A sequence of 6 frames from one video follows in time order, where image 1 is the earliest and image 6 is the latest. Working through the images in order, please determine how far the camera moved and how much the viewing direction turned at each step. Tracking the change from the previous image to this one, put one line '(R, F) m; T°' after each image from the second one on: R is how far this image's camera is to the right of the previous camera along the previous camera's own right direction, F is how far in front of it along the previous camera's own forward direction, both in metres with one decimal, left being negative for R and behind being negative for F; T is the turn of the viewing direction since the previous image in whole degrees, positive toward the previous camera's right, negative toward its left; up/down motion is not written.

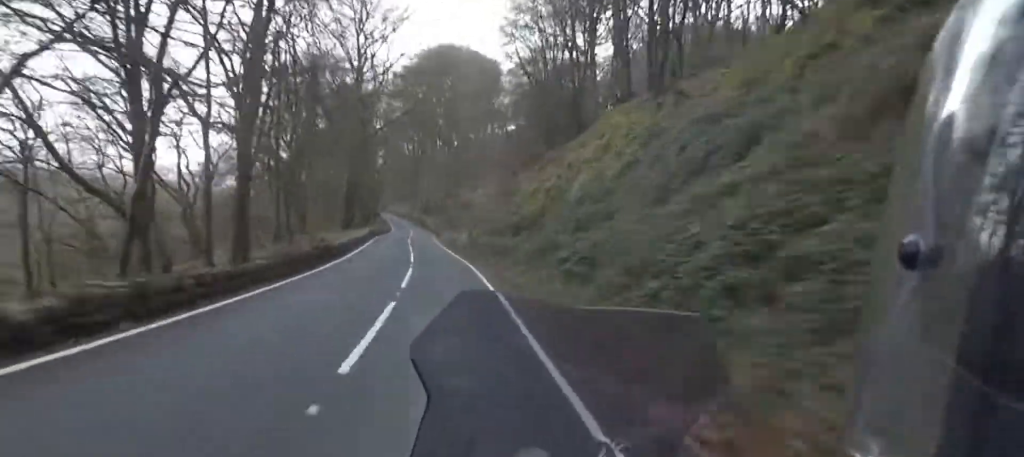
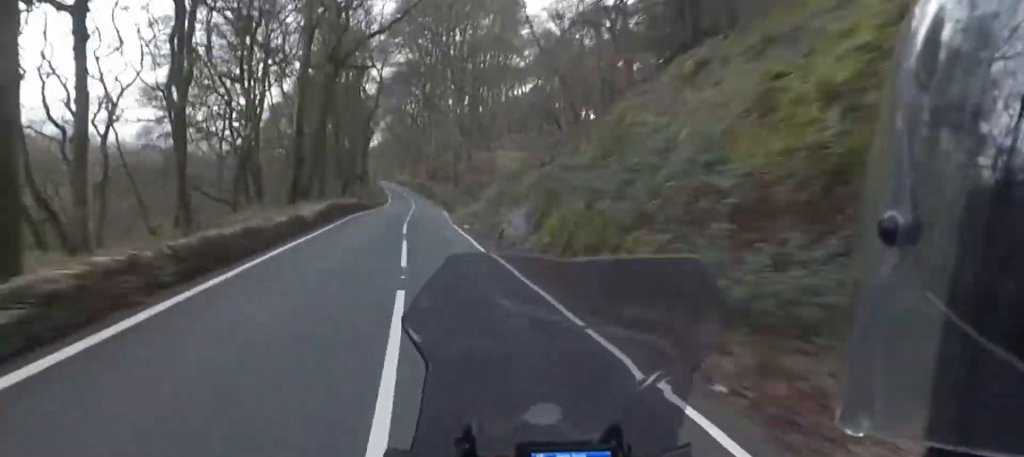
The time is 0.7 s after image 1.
(0.0, +21.3) m; +1°
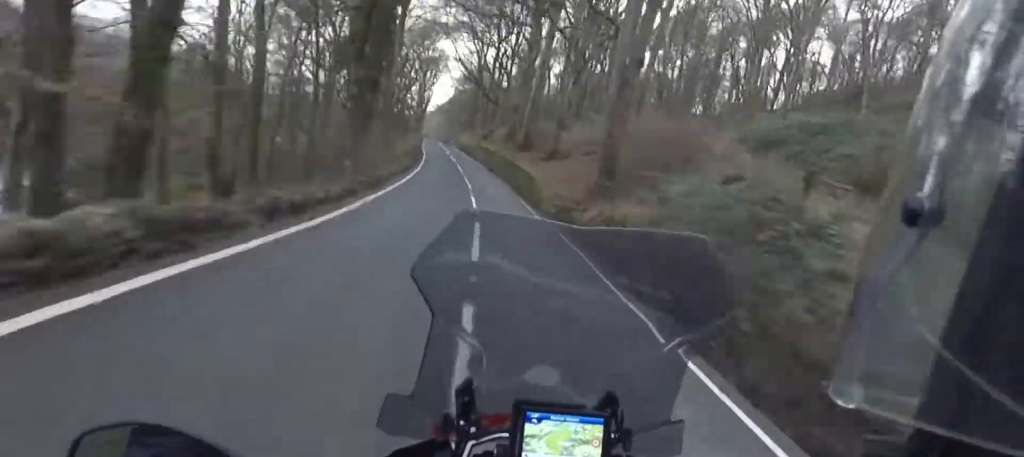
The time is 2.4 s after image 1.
(-0.1, +48.7) m; -3°
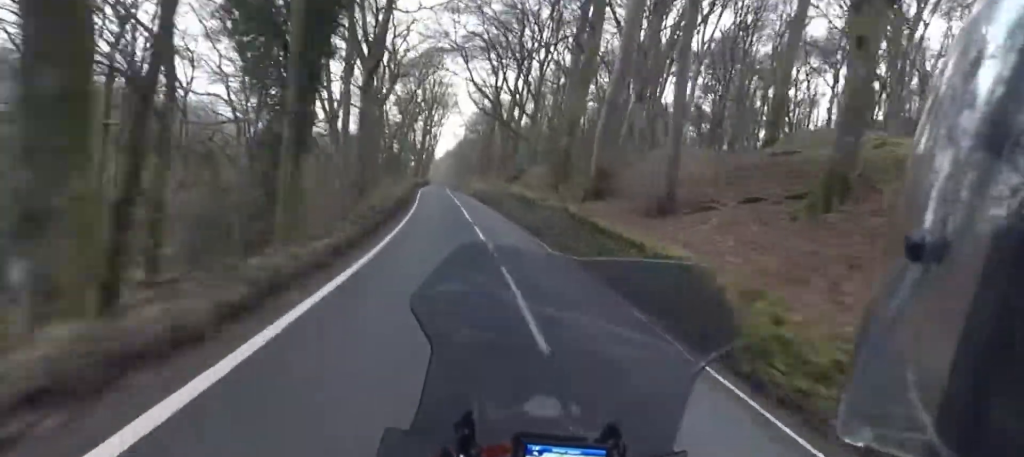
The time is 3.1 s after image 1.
(-0.8, +20.4) m; -2°
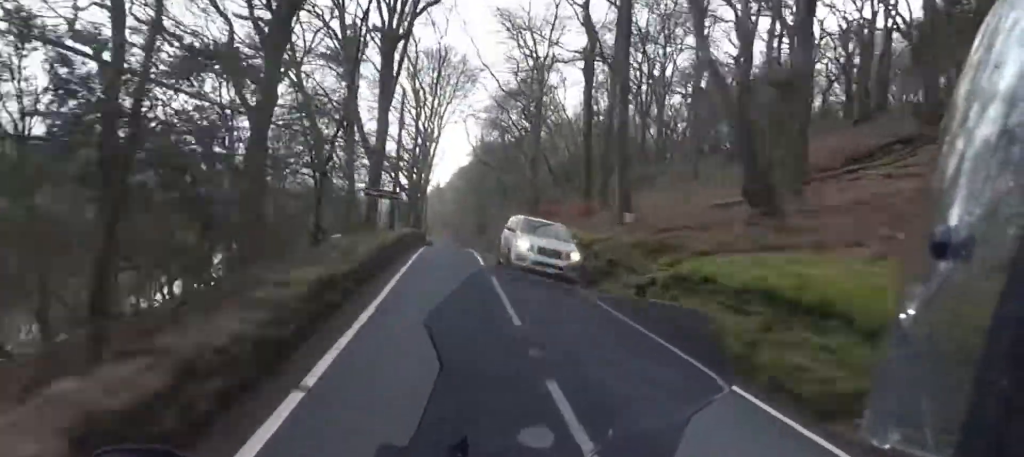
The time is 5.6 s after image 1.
(+0.7, +70.7) m; 0°
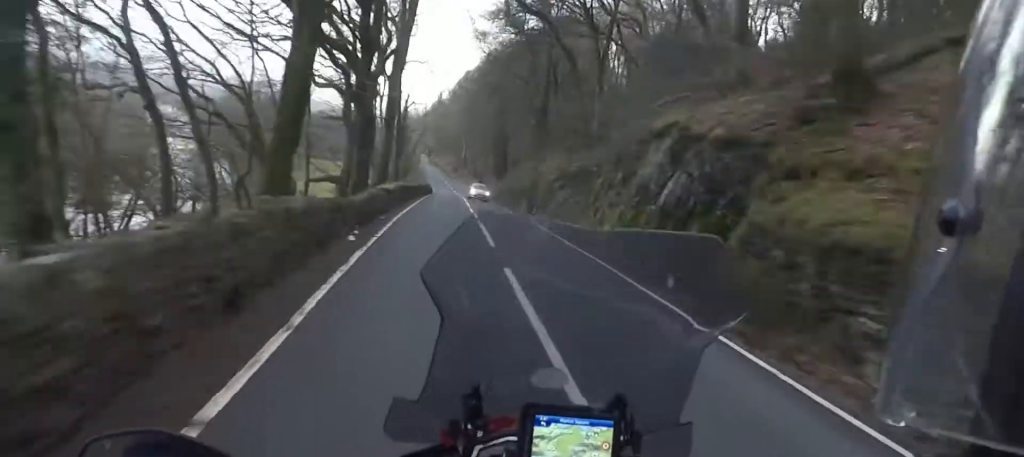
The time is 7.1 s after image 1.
(-0.6, +43.4) m; -1°
